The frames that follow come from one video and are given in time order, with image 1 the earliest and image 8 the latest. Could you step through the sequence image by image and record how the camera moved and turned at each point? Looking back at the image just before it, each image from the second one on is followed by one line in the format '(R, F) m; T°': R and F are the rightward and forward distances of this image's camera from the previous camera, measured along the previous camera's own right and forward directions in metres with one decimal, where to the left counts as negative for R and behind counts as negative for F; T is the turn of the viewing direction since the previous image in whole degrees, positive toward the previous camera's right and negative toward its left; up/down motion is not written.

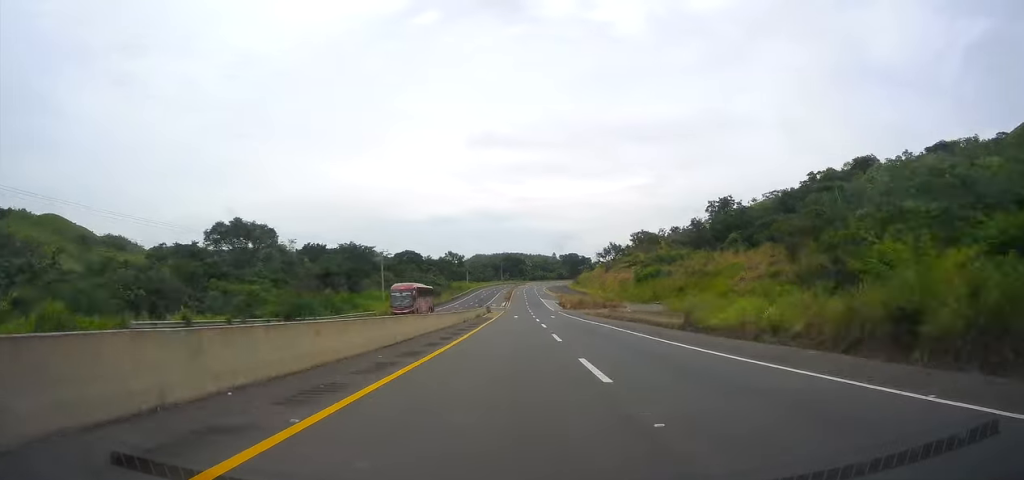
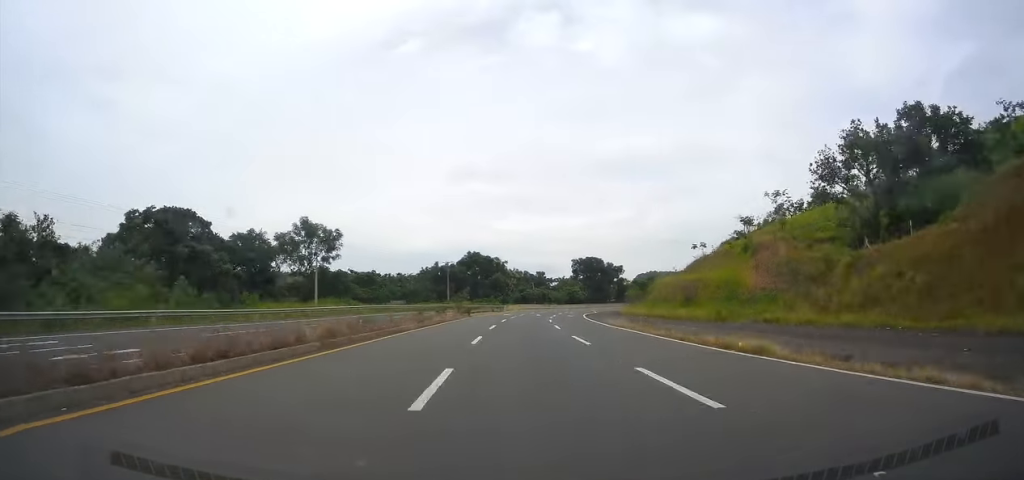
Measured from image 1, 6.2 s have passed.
(+3.0, +179.2) m; +3°
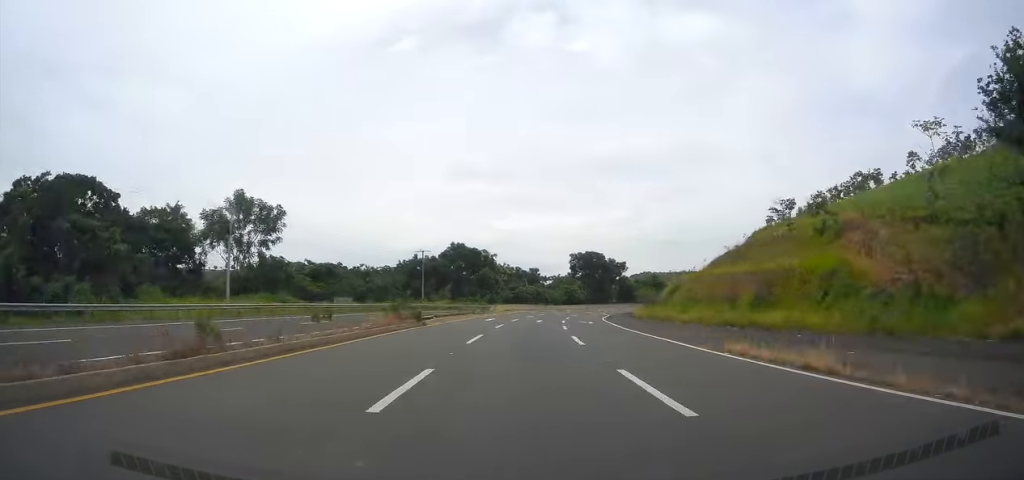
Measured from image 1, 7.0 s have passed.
(0.0, +21.8) m; +1°
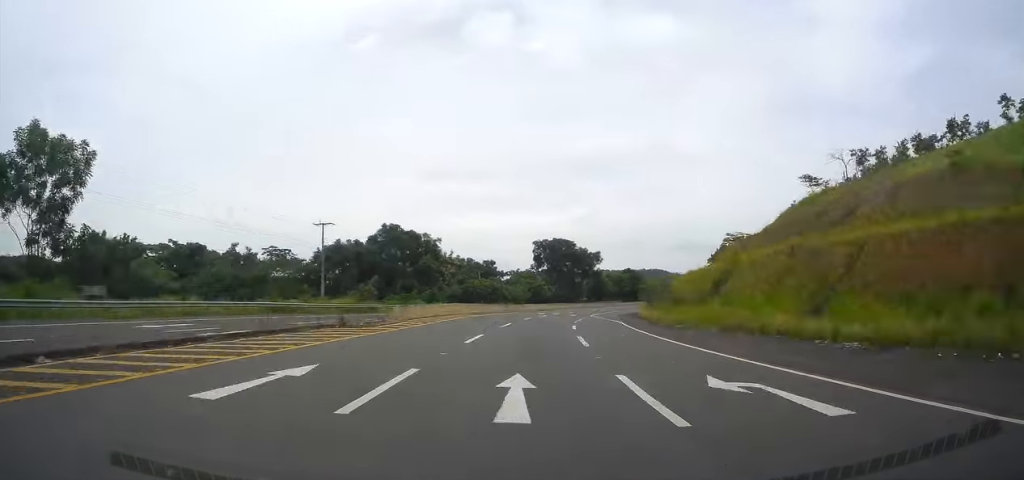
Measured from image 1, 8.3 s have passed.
(+0.4, +31.5) m; +2°
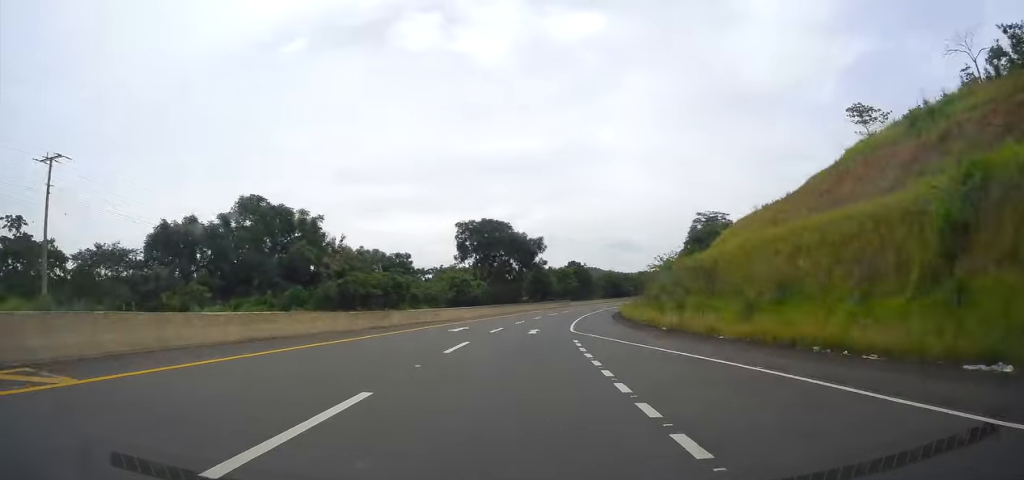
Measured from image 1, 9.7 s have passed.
(+0.5, +33.9) m; +3°
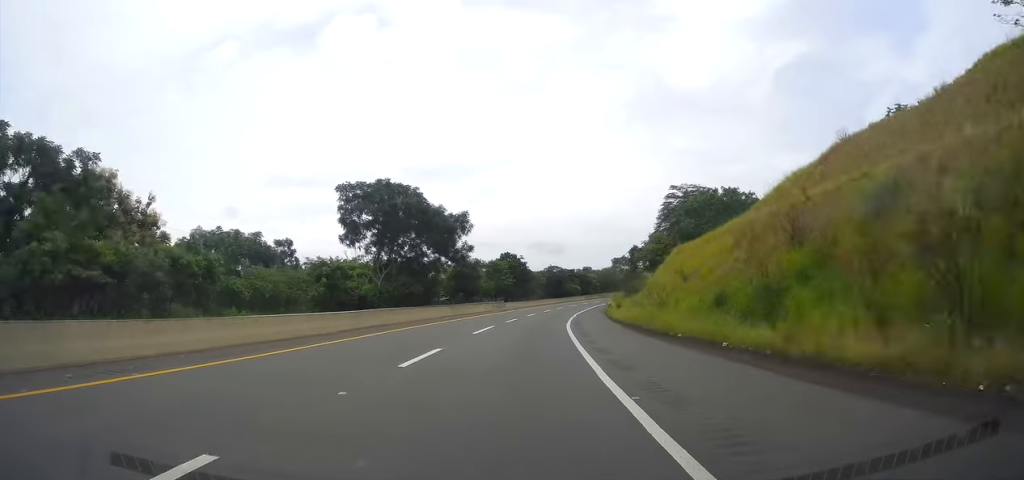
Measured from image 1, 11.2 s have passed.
(+1.5, +36.2) m; +6°
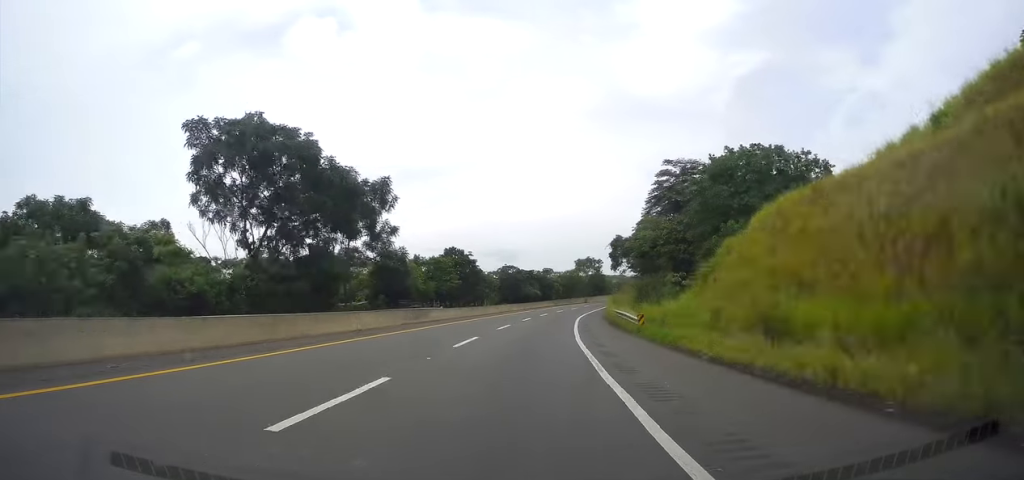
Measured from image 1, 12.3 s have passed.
(+1.3, +28.4) m; +5°
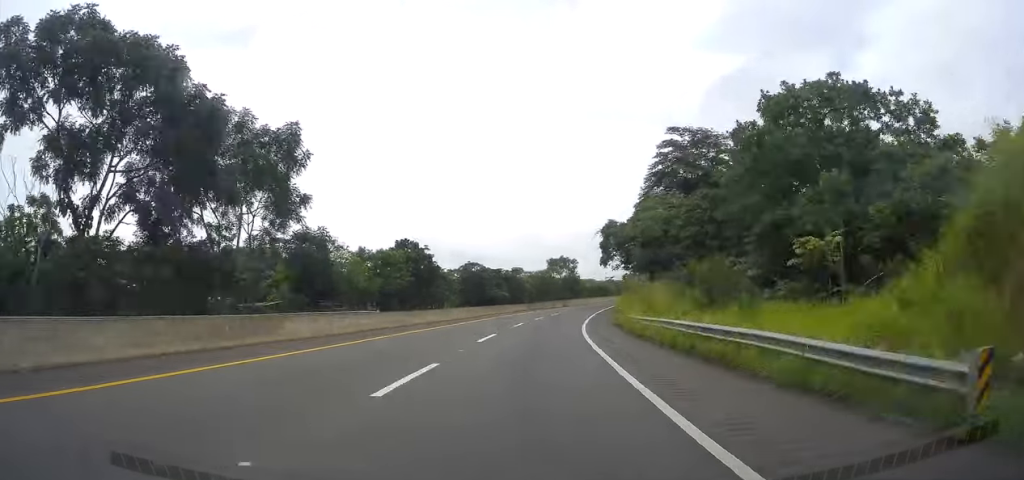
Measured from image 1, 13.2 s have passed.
(+0.9, +20.6) m; +3°
